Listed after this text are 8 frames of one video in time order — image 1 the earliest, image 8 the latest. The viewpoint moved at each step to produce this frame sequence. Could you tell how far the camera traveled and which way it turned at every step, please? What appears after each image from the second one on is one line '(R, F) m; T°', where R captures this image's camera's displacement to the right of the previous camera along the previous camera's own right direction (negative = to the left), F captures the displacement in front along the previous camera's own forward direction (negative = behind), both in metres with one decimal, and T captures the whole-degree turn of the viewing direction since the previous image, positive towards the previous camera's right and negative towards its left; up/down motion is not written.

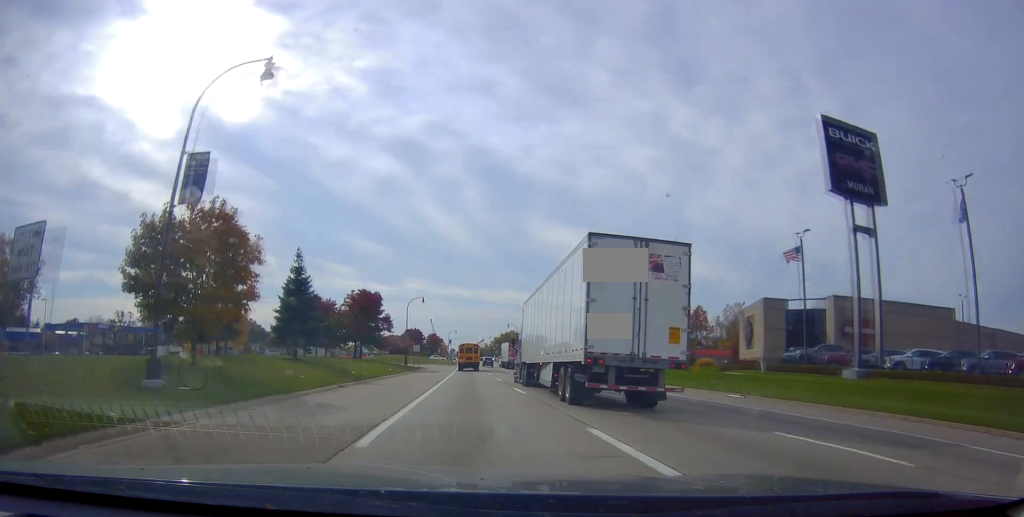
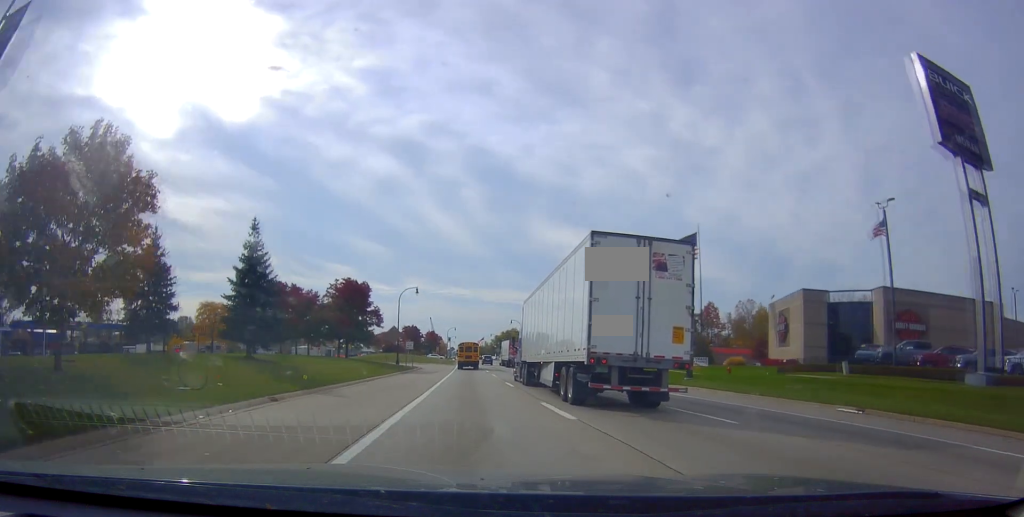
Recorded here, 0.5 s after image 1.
(+0.4, +9.7) m; +1°
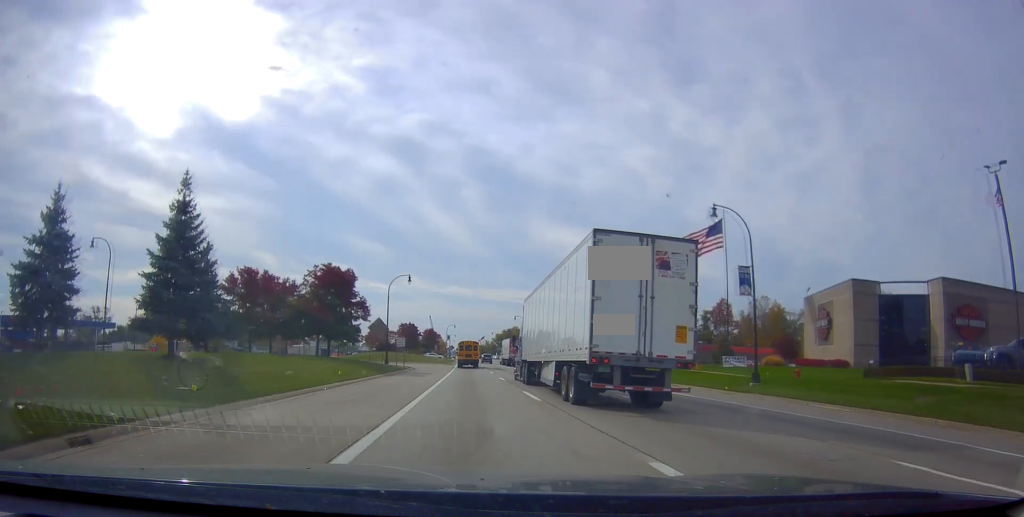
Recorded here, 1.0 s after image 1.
(+0.3, +9.8) m; +1°
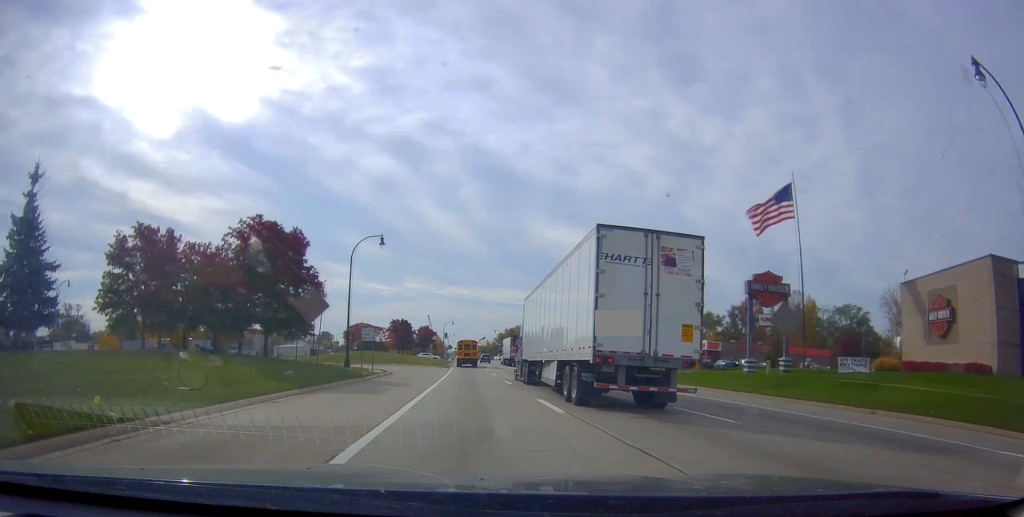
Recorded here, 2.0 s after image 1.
(-0.4, +19.5) m; 0°
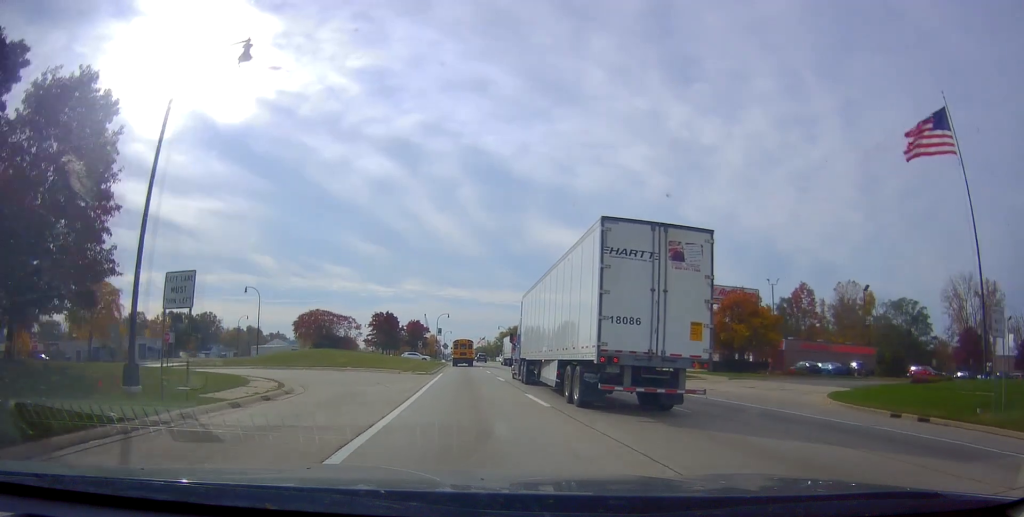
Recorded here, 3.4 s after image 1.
(+0.6, +27.7) m; 0°
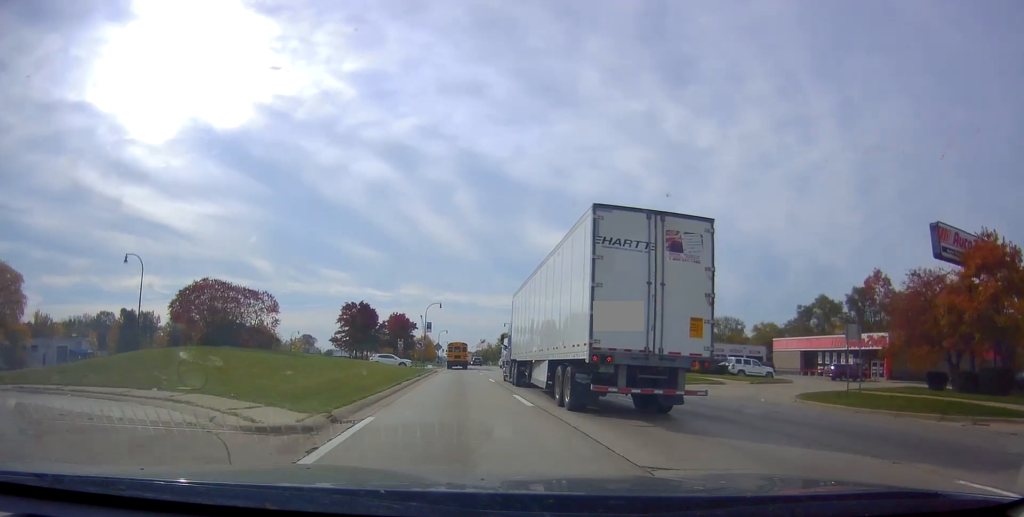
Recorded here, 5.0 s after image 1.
(-1.1, +29.8) m; -1°
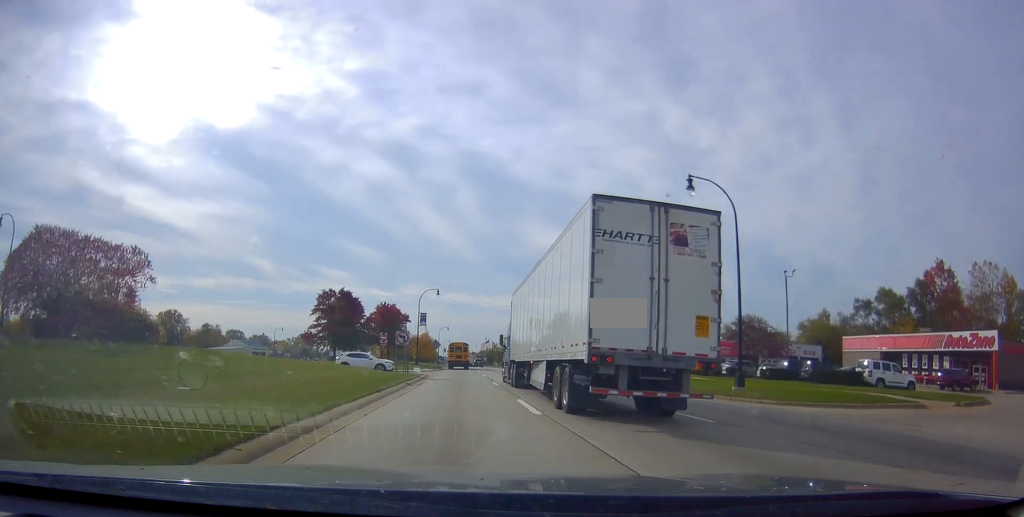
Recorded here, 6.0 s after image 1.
(+0.8, +18.2) m; 0°
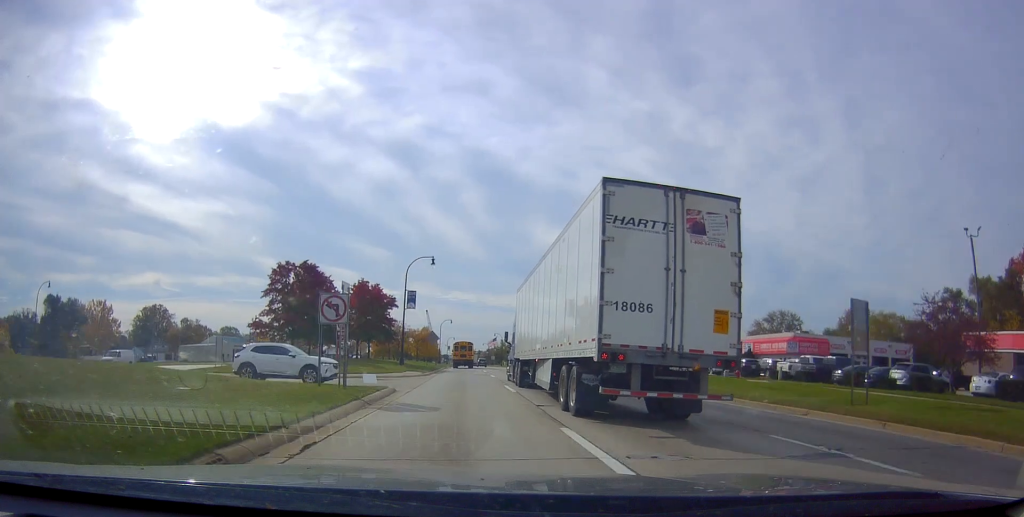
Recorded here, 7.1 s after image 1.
(-0.8, +21.9) m; -1°
